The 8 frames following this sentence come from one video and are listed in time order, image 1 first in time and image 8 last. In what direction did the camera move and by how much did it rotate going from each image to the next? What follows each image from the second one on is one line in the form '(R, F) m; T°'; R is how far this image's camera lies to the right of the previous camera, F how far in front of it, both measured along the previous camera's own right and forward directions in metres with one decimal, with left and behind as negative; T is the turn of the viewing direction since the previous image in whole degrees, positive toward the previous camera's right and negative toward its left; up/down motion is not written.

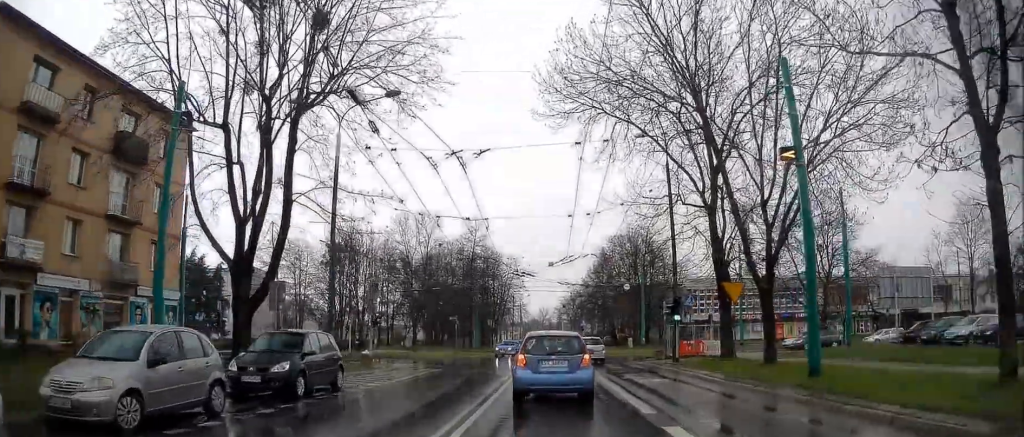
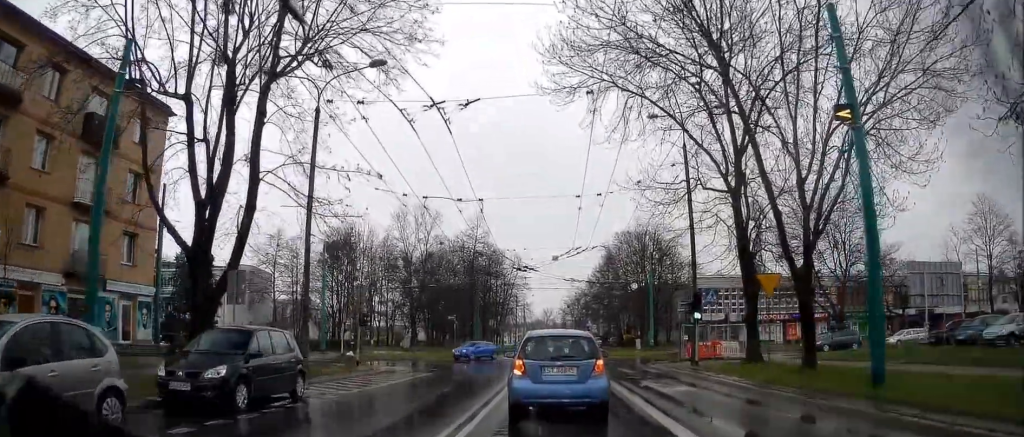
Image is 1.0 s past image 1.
(+0.1, +3.6) m; +5°
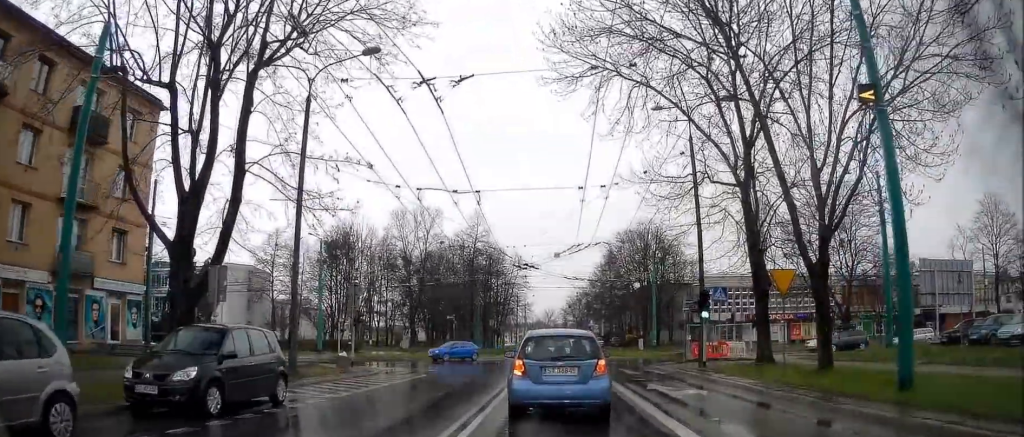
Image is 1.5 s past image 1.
(+0.1, +1.3) m; +2°
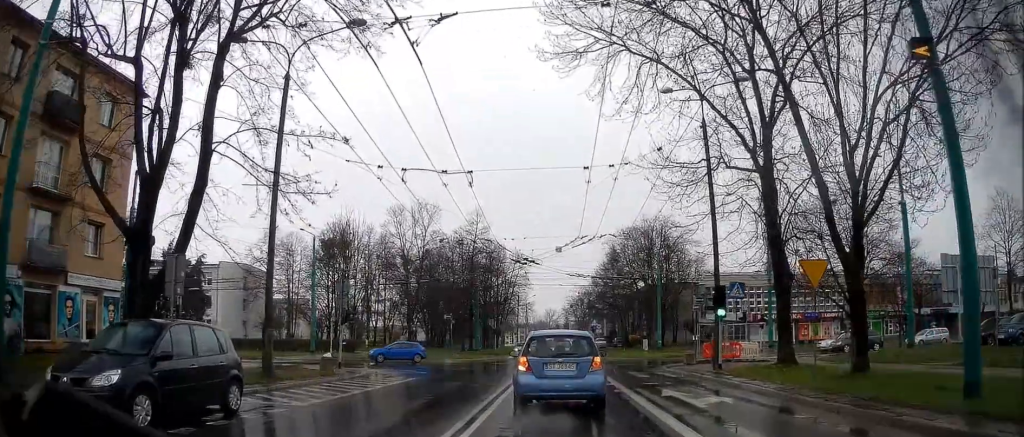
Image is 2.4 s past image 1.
(+0.1, +2.6) m; +4°
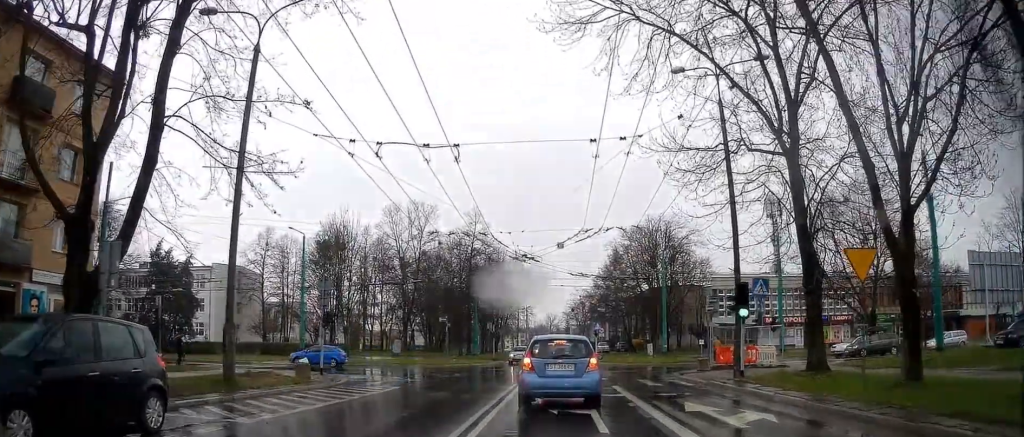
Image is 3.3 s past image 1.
(+0.1, +2.5) m; 0°
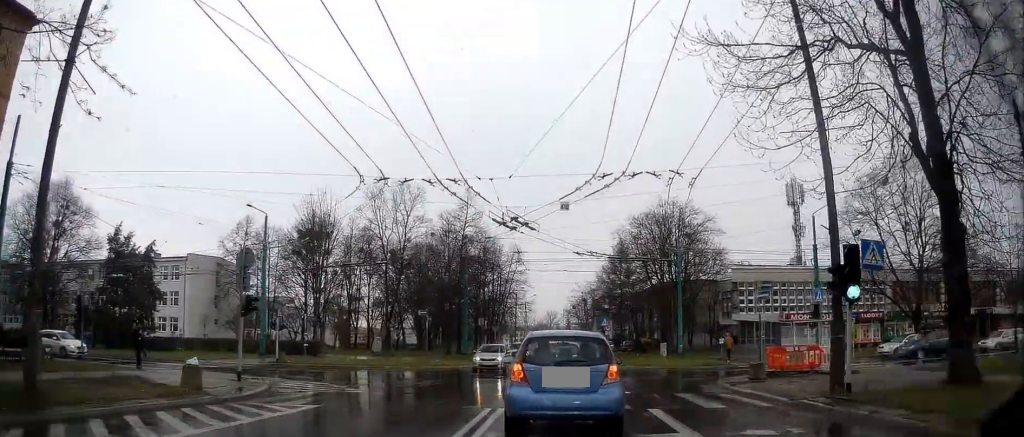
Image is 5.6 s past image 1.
(-0.7, +6.1) m; -7°
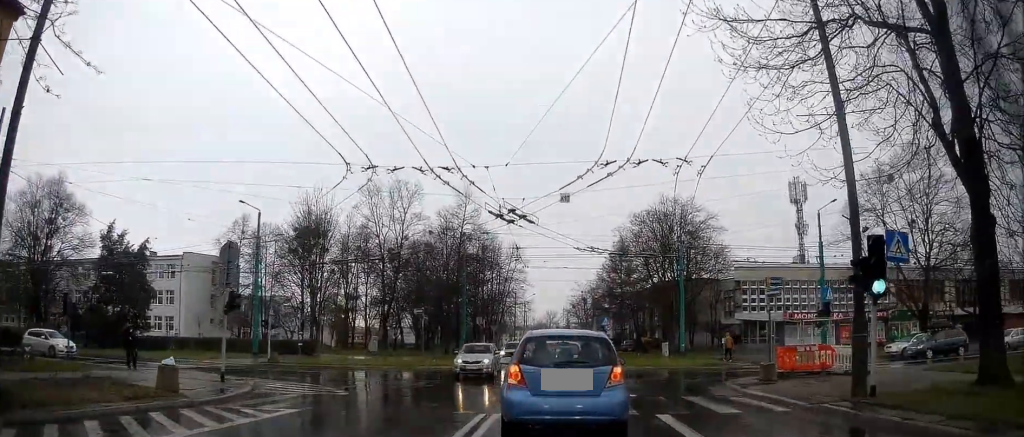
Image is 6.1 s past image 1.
(+0.1, +1.2) m; +3°
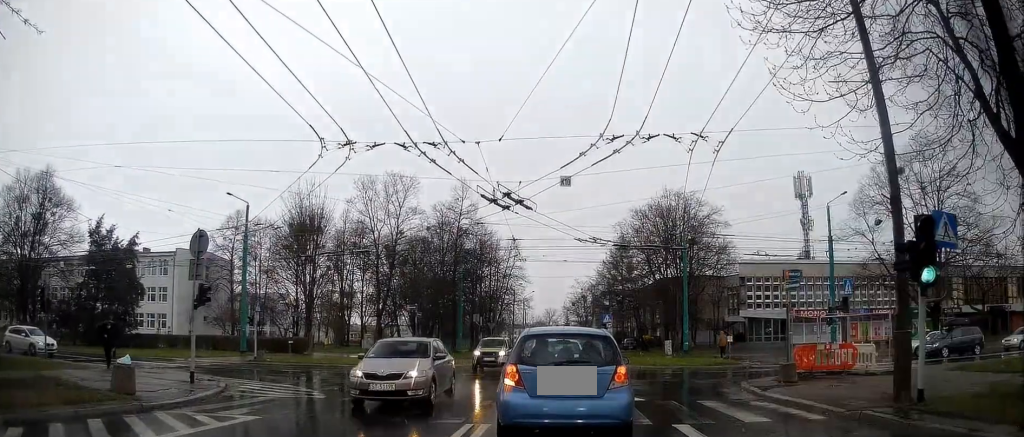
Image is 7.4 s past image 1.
(+0.2, +2.3) m; 0°
